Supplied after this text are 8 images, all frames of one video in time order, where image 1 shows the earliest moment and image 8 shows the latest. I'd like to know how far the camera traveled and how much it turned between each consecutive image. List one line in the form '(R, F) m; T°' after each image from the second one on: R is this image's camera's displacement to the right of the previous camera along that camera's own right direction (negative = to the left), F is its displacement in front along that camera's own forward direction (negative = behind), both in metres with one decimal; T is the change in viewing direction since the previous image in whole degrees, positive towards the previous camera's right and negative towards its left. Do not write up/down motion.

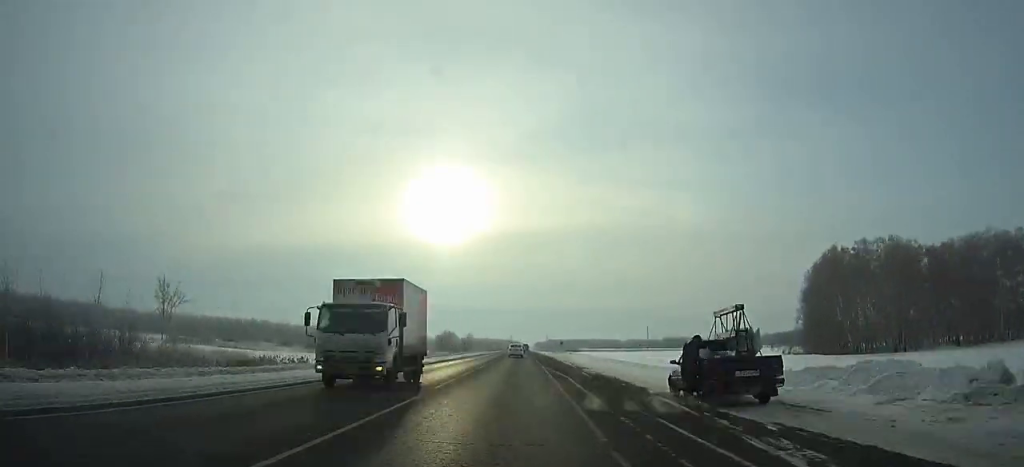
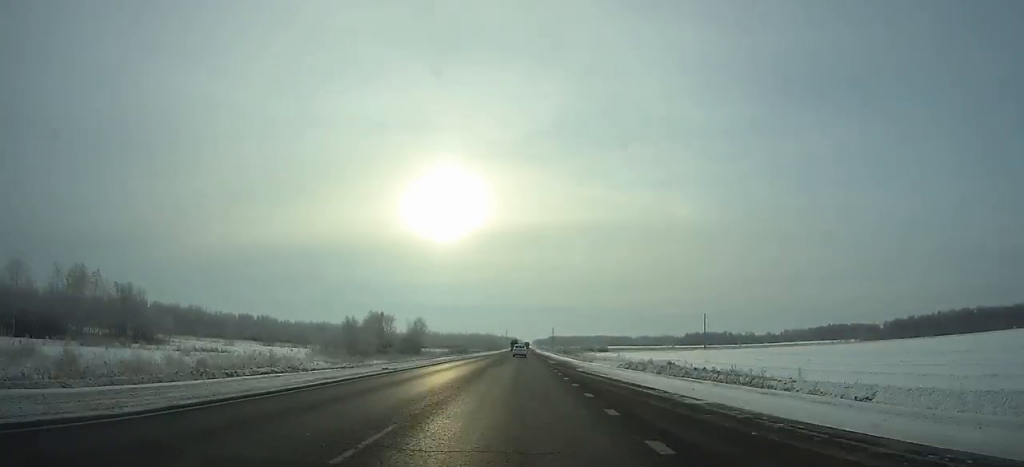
(+0.6, +148.8) m; 0°
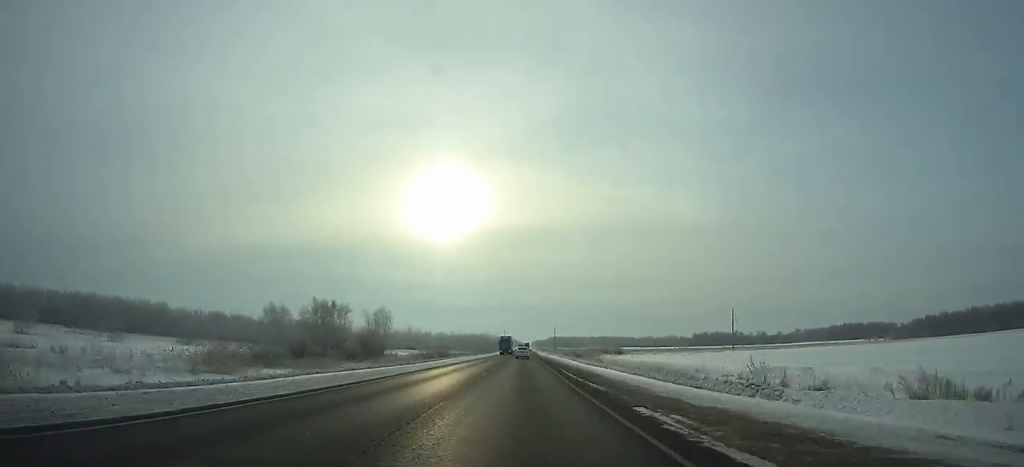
(-0.1, +43.7) m; 0°
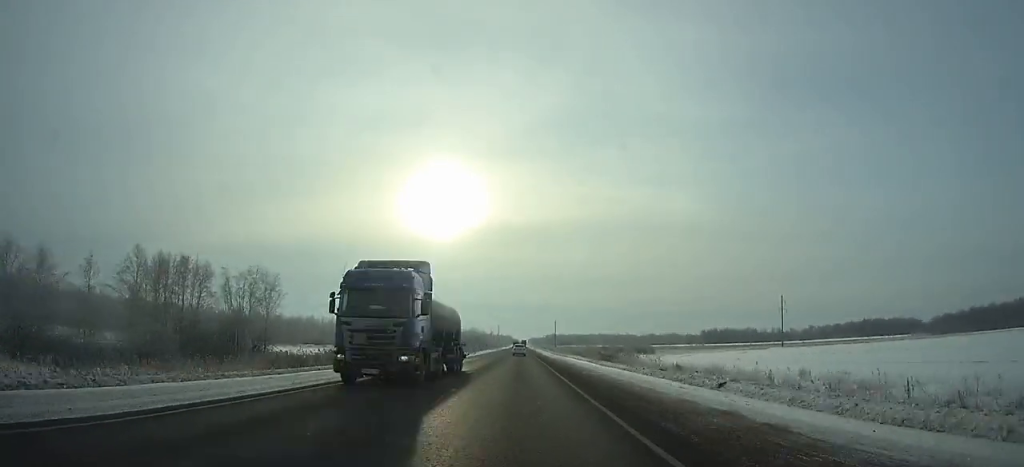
(+0.2, +57.3) m; 0°
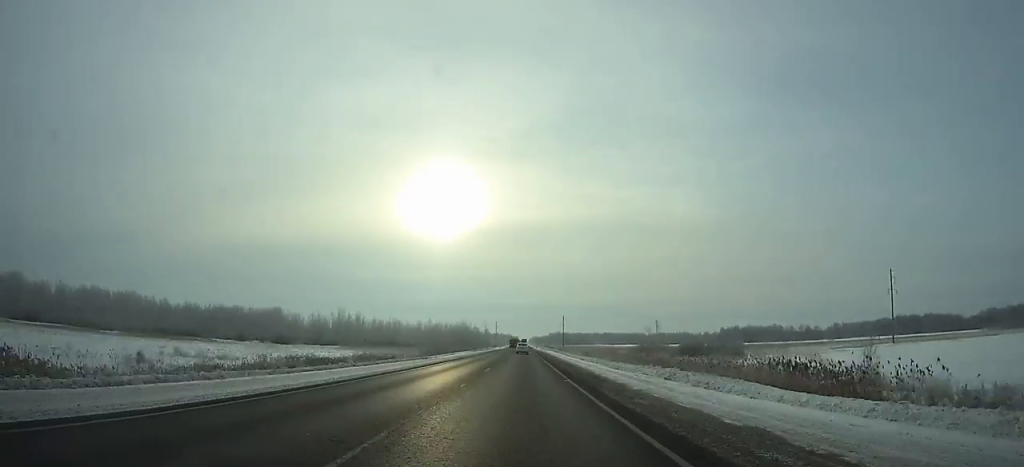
(+0.1, +68.5) m; 0°
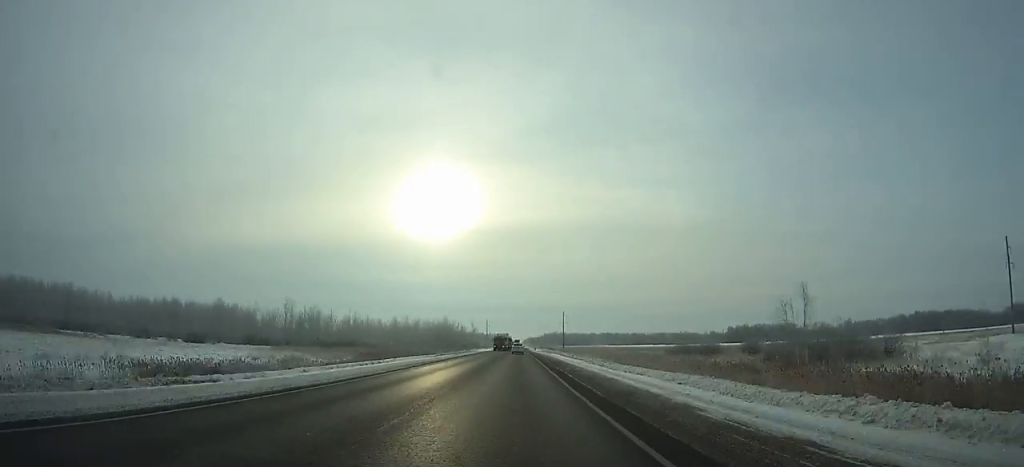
(0.0, +45.2) m; 0°
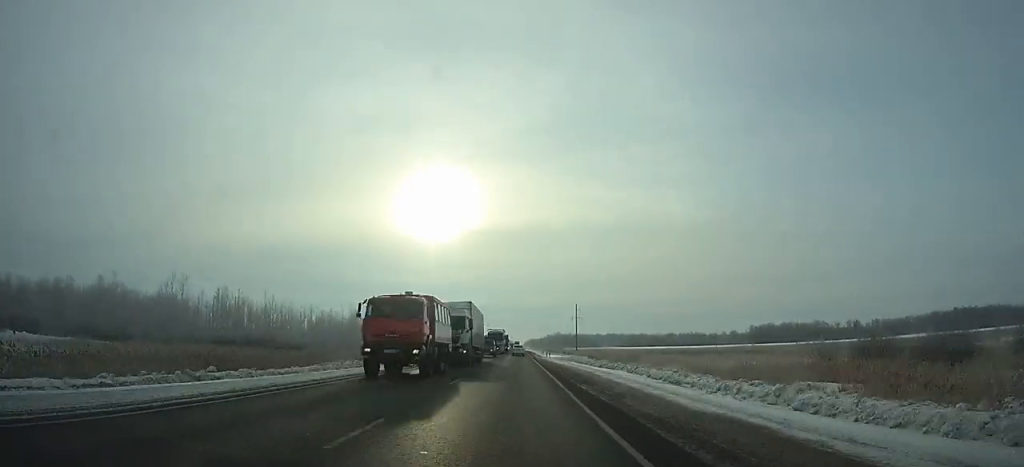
(0.0, +61.8) m; 0°
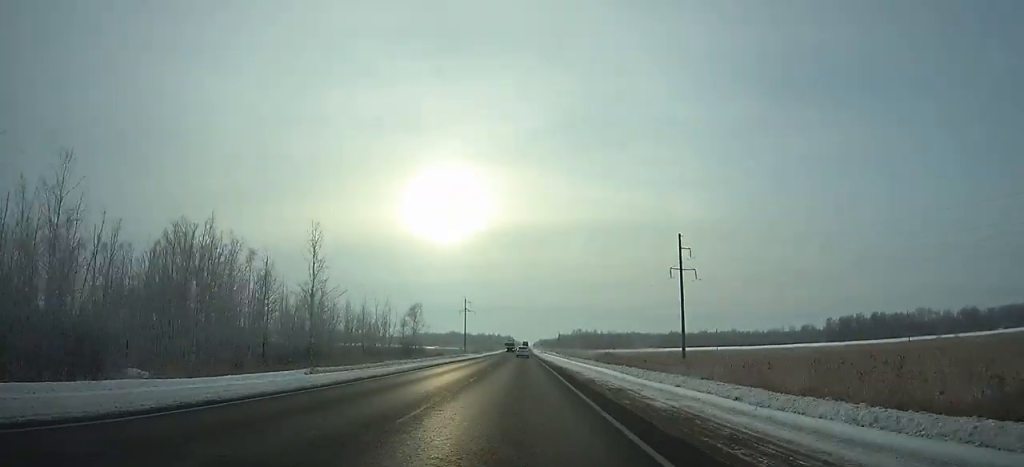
(-0.3, +141.8) m; 0°
